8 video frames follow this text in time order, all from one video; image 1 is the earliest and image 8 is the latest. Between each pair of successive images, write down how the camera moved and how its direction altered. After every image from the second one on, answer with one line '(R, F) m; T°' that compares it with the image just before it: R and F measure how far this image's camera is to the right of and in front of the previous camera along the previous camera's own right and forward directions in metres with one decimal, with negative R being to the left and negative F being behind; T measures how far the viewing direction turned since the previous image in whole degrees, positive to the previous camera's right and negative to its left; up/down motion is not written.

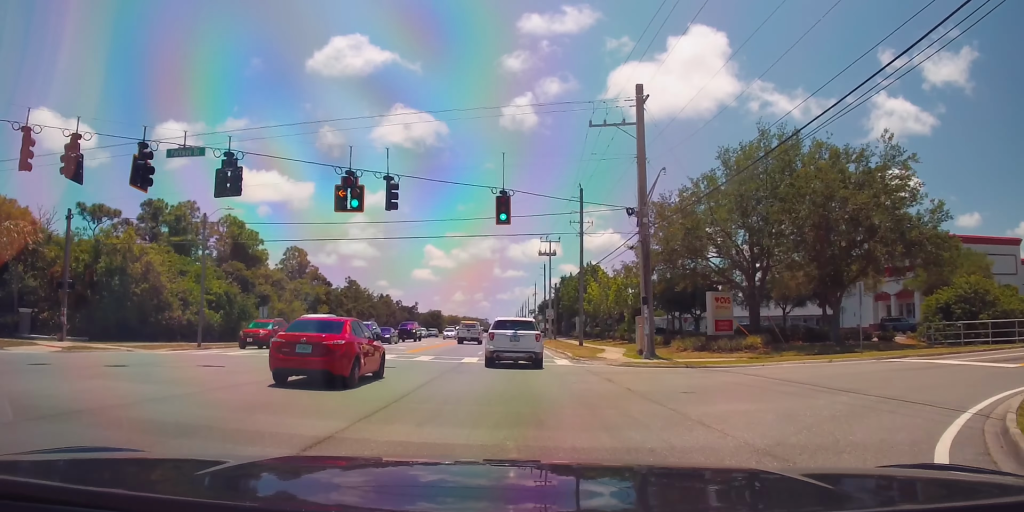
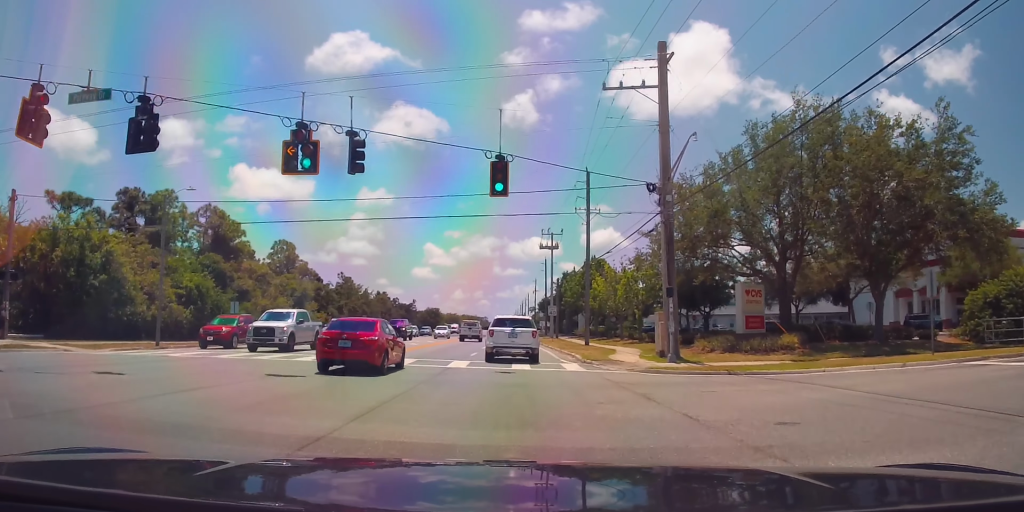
(0.0, +4.7) m; 0°
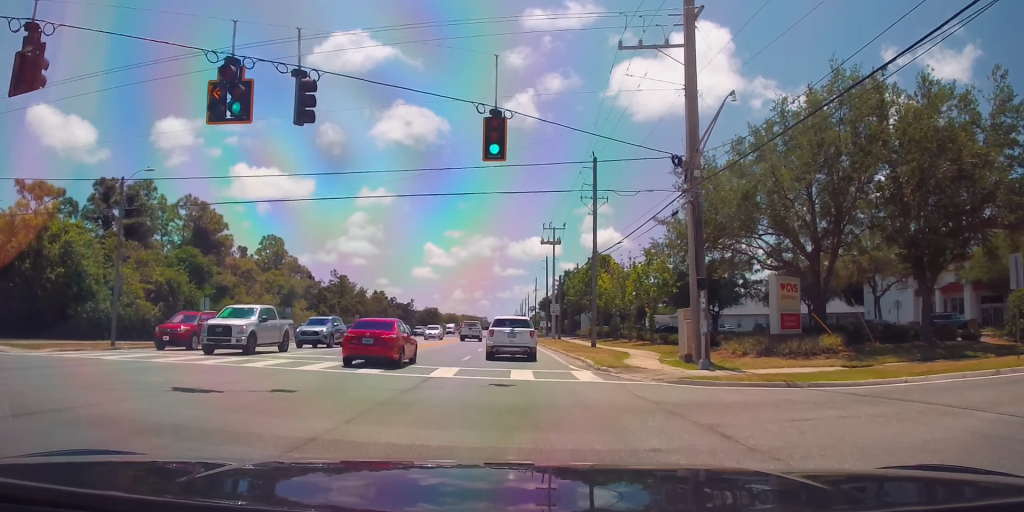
(0.0, +4.2) m; 0°
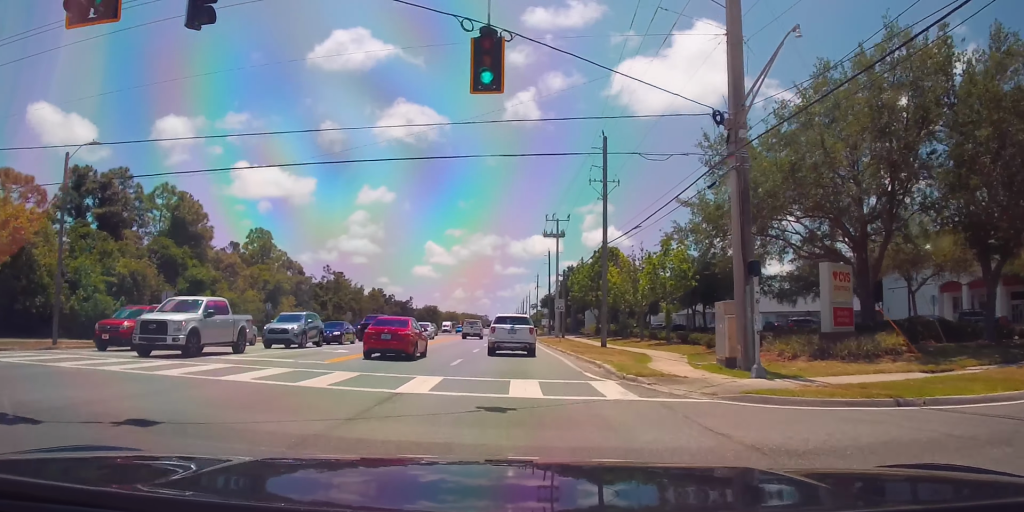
(0.0, +4.4) m; 0°
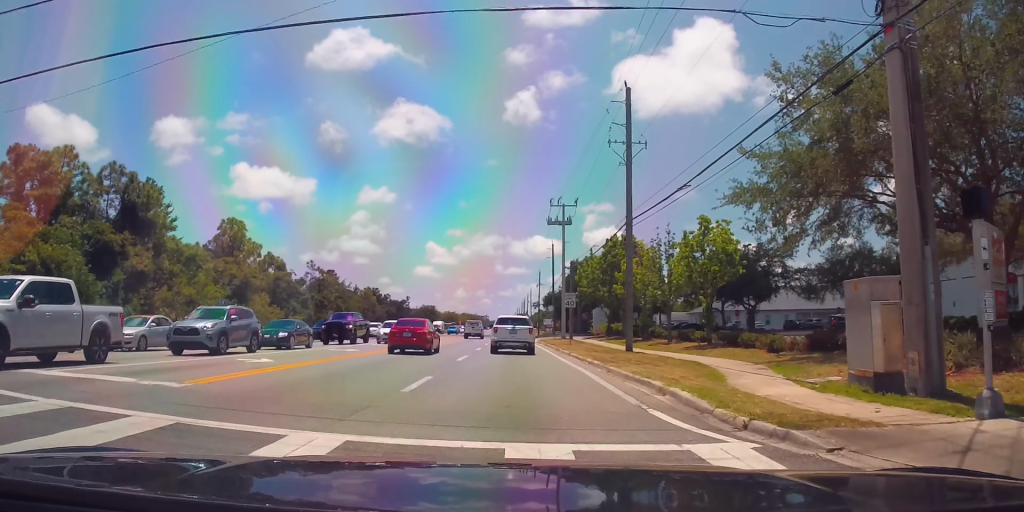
(0.0, +8.4) m; 0°
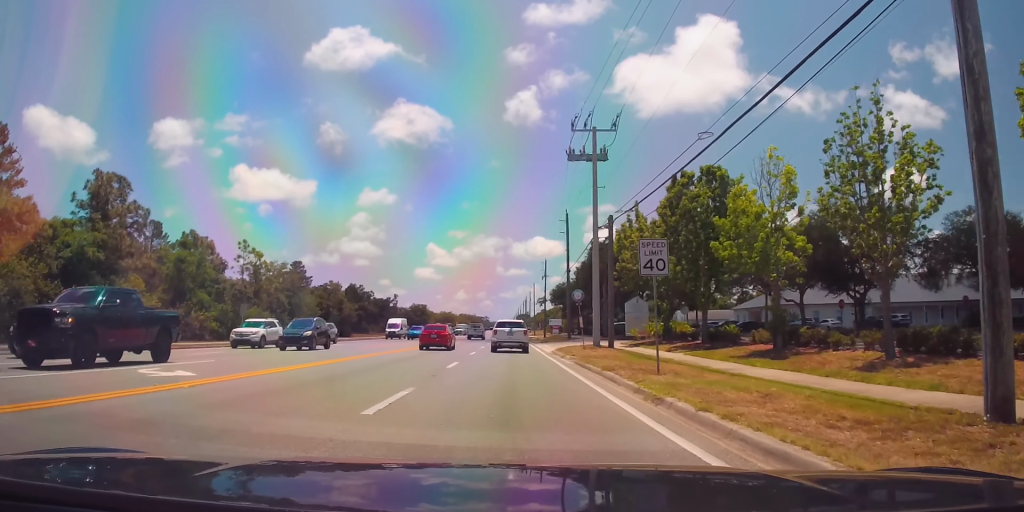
(0.0, +24.3) m; 0°
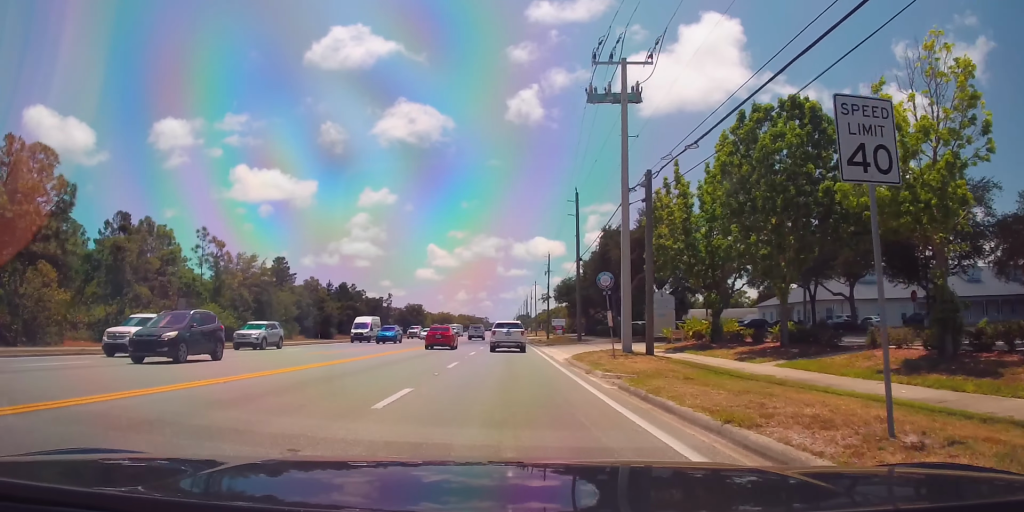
(0.0, +10.1) m; 0°
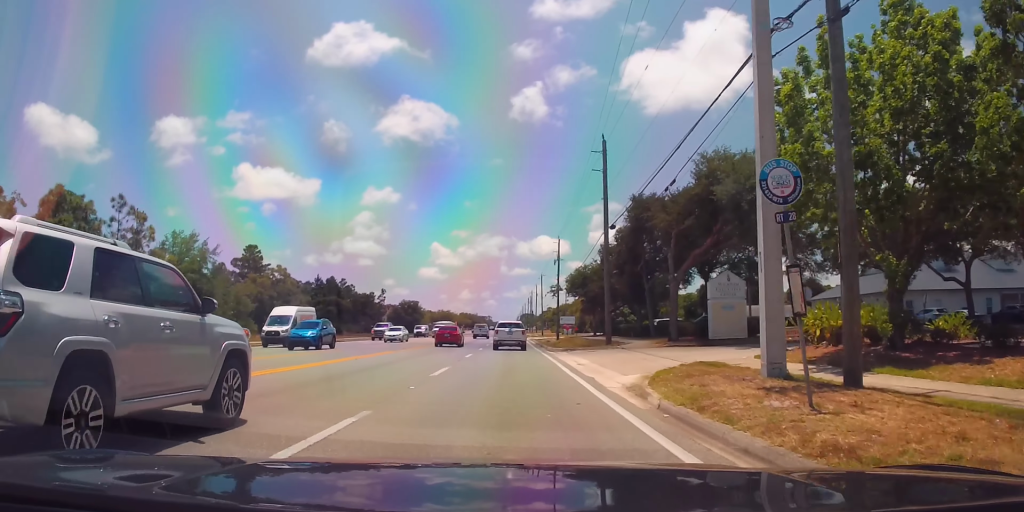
(0.0, +15.1) m; -1°
